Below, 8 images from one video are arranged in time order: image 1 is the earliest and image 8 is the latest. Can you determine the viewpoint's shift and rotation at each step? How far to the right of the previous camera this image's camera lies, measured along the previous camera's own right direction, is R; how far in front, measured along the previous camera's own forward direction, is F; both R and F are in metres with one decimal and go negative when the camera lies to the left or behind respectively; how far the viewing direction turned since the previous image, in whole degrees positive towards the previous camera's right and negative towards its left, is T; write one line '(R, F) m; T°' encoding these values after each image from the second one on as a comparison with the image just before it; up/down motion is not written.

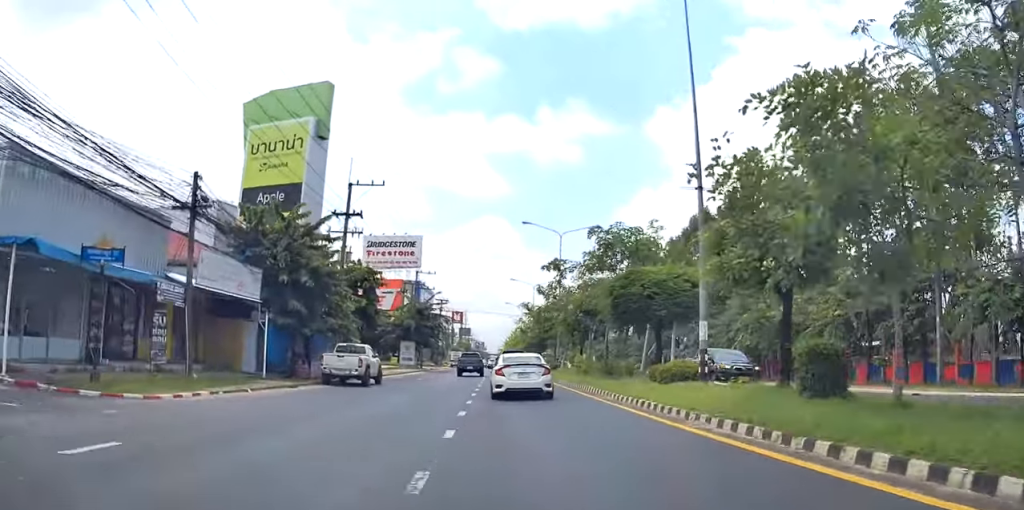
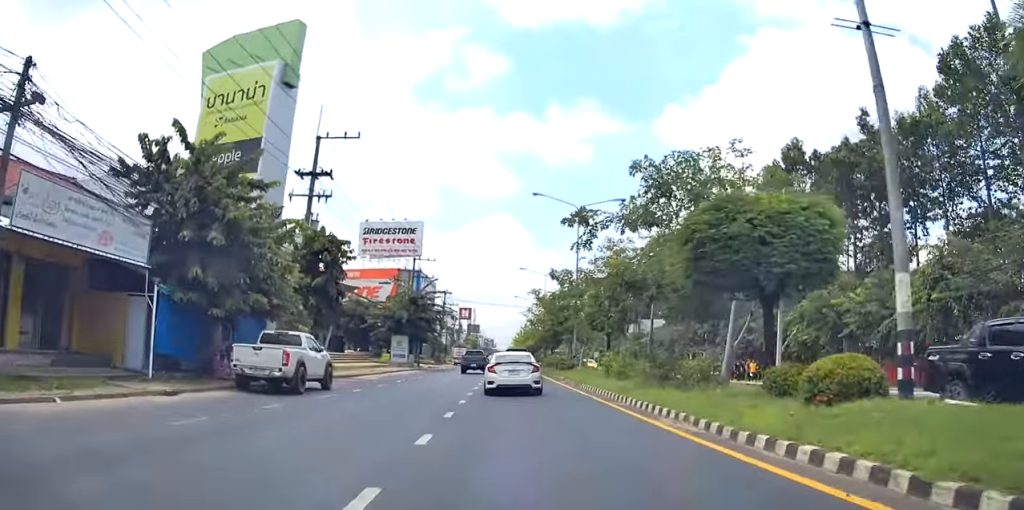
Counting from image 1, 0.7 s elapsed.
(0.0, +9.2) m; 0°
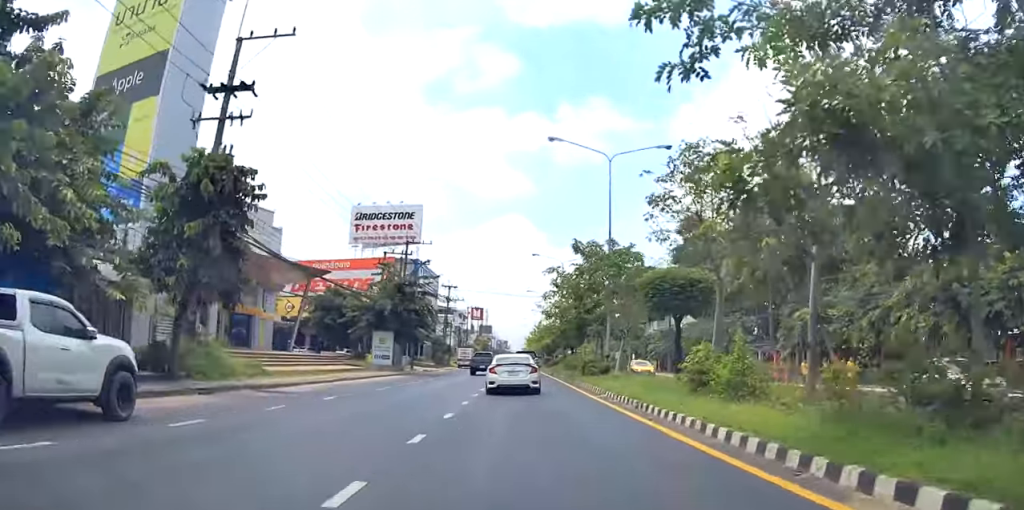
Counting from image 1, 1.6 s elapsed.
(0.0, +11.7) m; 0°
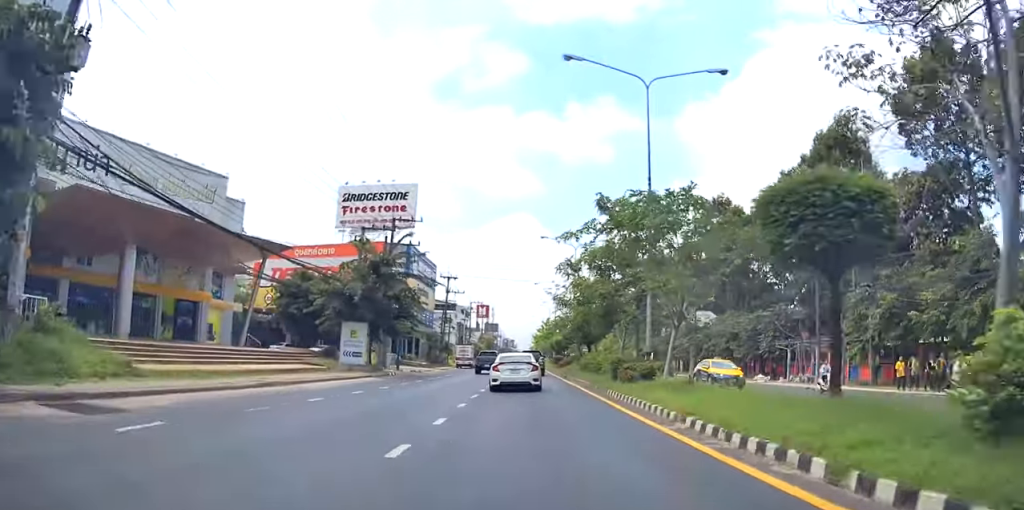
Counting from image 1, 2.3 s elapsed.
(0.0, +9.2) m; 0°
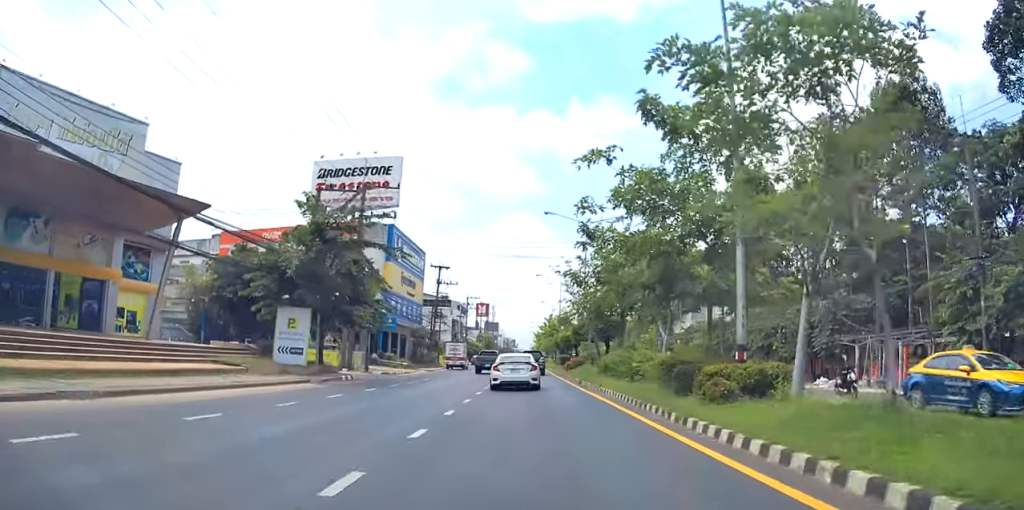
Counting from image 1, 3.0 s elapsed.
(0.0, +9.6) m; 0°
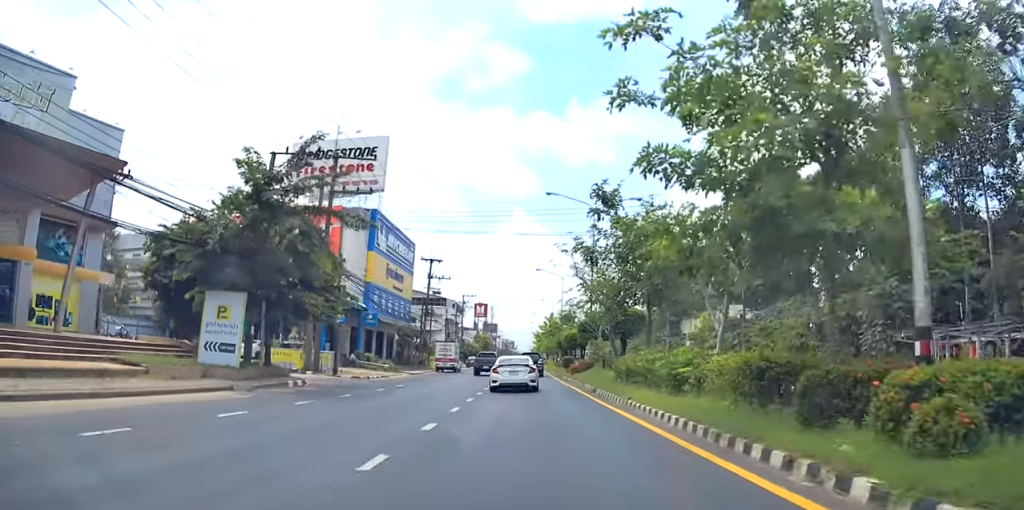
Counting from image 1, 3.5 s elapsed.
(0.0, +6.6) m; 0°
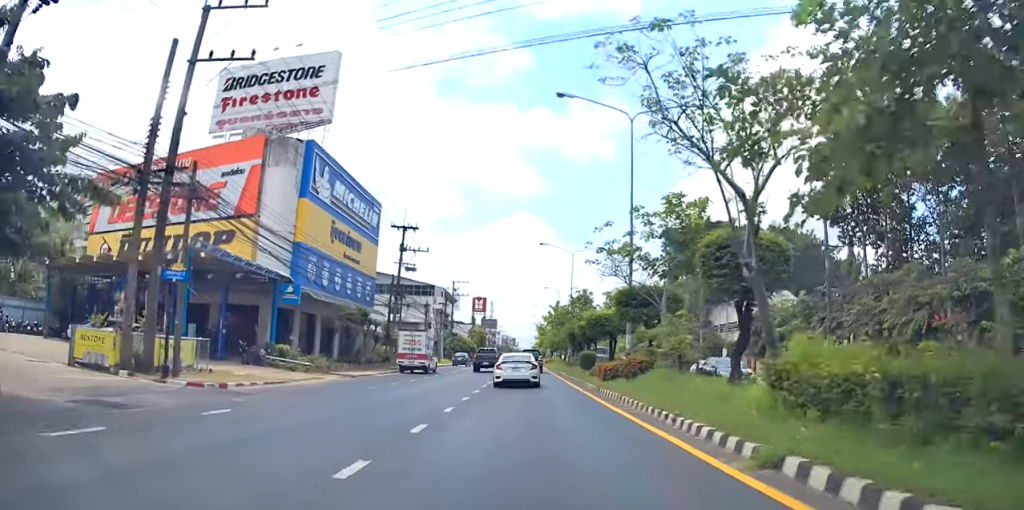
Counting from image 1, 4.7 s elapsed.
(+0.1, +16.1) m; -1°
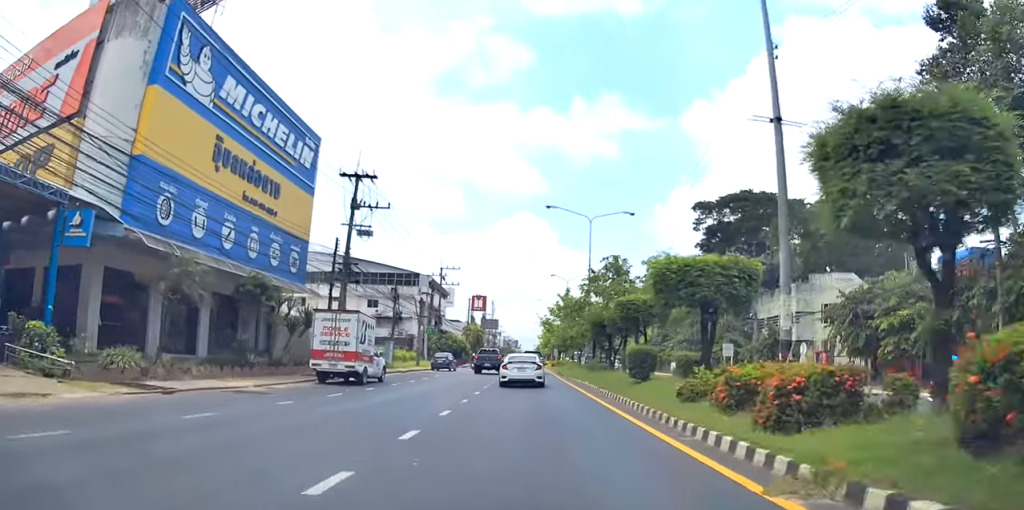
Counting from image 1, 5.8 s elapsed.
(-0.4, +16.4) m; -1°
